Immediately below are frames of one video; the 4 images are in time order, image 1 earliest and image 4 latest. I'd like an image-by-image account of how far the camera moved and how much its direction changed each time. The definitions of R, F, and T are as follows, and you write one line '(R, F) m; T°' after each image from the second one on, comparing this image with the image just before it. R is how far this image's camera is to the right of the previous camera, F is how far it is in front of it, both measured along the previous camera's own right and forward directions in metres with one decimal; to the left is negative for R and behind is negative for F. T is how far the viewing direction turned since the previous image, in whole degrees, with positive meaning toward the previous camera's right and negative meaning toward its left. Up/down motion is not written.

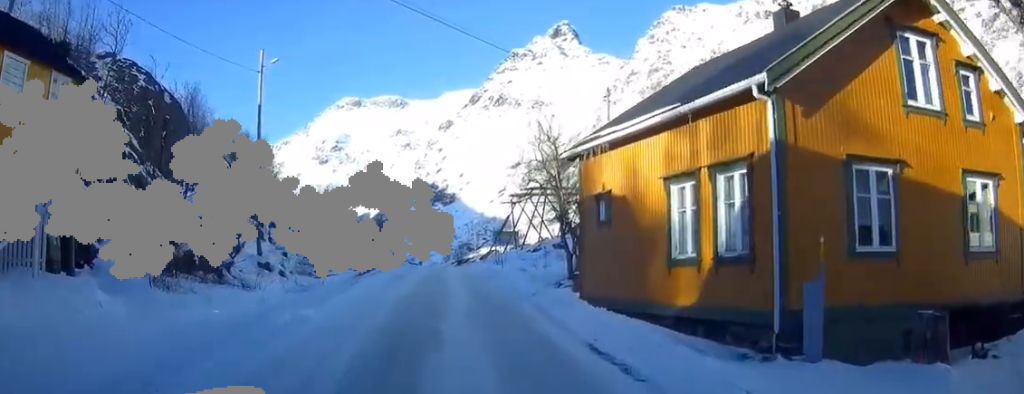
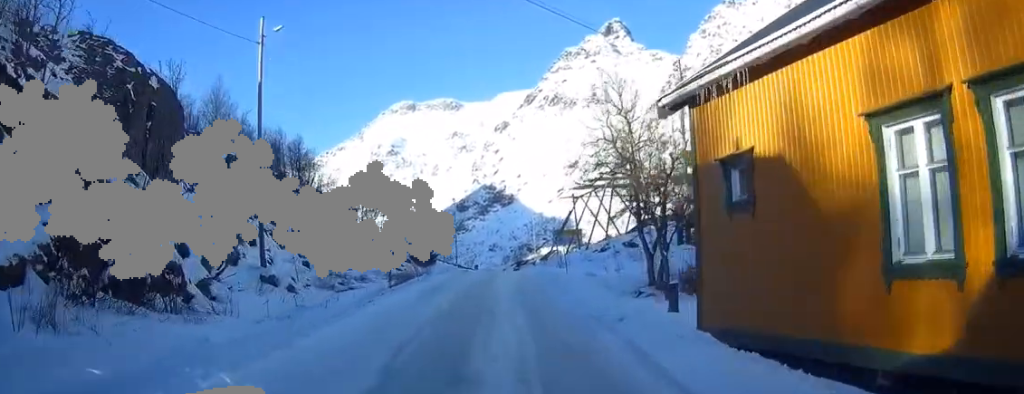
(-0.5, +6.8) m; -5°
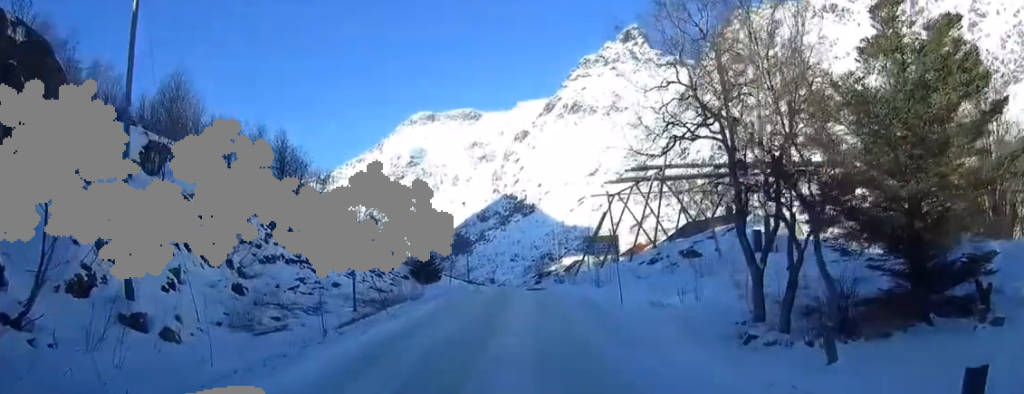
(-0.5, +10.6) m; -7°
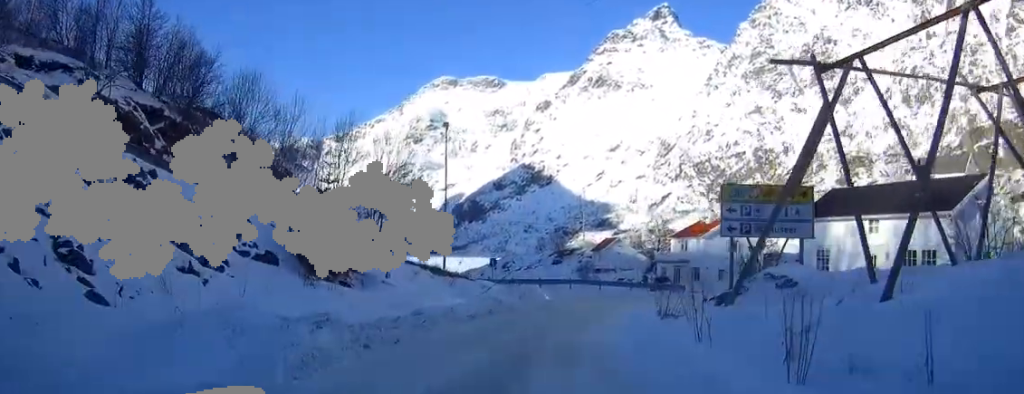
(-2.7, +26.8) m; -2°
